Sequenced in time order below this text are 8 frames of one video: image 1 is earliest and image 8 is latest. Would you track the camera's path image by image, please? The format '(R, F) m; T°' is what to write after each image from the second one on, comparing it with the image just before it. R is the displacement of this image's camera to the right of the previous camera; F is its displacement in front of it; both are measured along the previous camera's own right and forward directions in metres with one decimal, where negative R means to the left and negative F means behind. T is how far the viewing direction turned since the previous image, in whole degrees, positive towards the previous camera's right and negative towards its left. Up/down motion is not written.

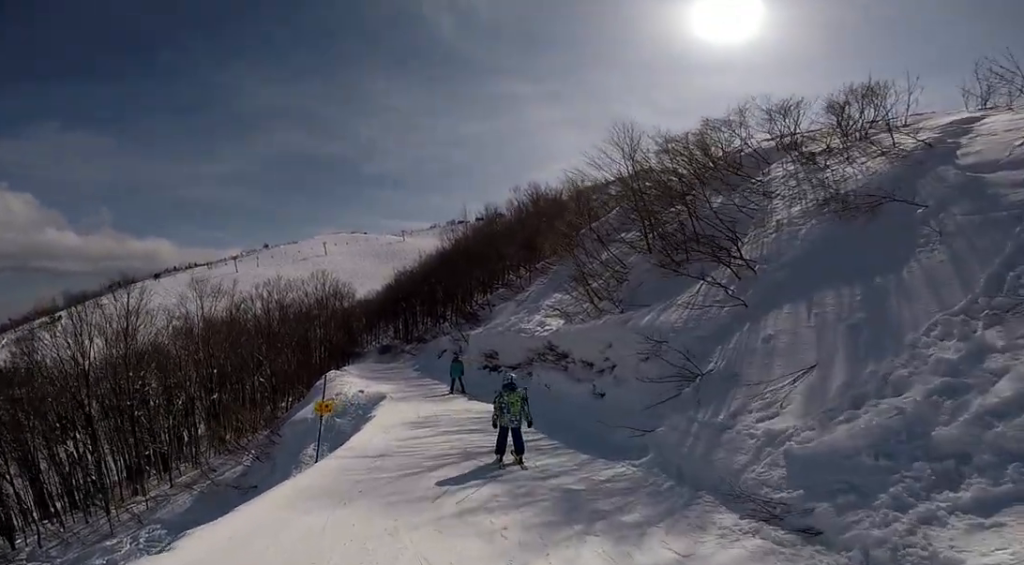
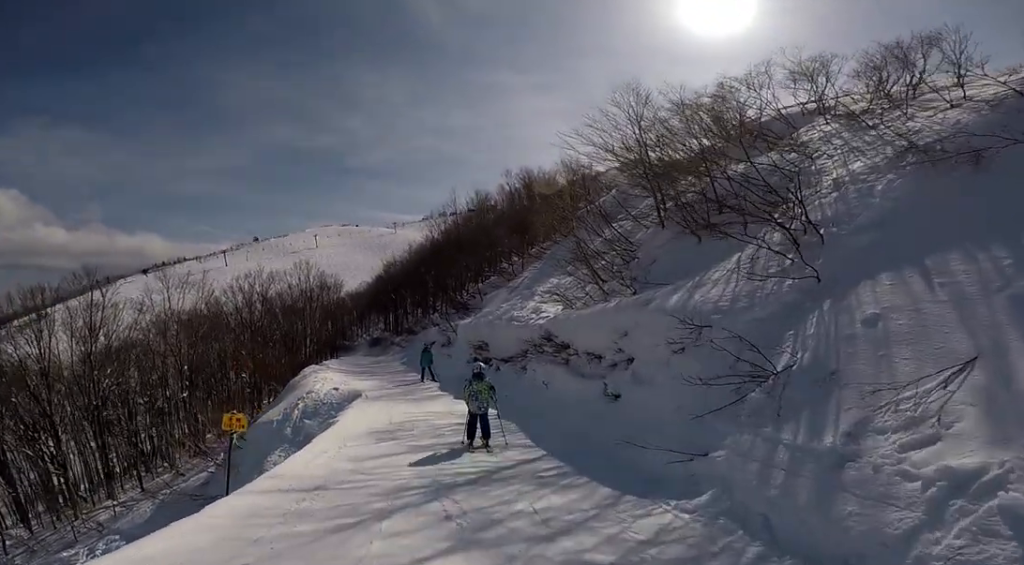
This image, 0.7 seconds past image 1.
(-0.1, +2.4) m; -3°
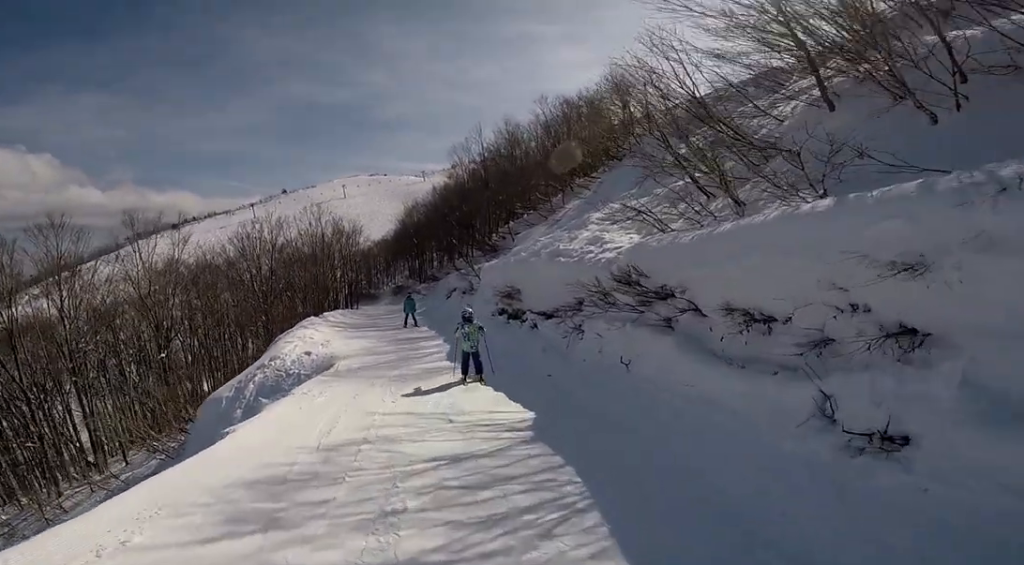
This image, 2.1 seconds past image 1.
(-0.1, +5.4) m; -1°
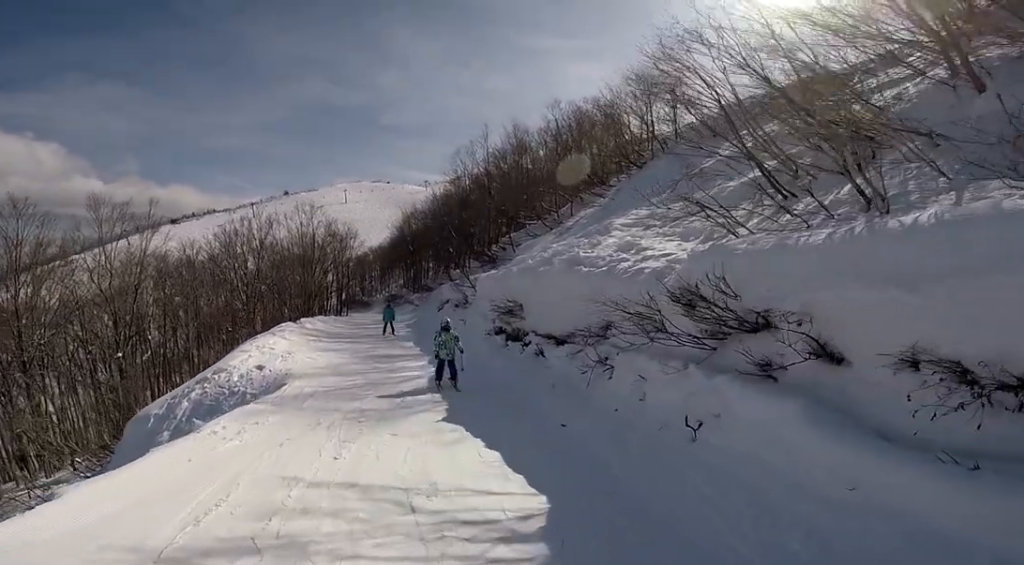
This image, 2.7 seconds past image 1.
(0.0, +2.6) m; -1°
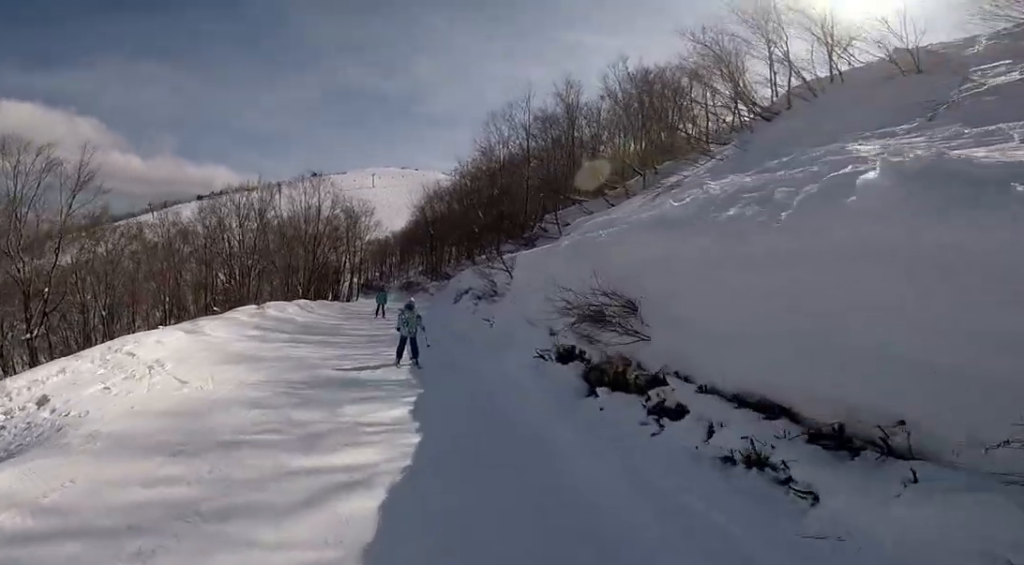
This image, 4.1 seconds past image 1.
(-0.2, +6.4) m; -12°
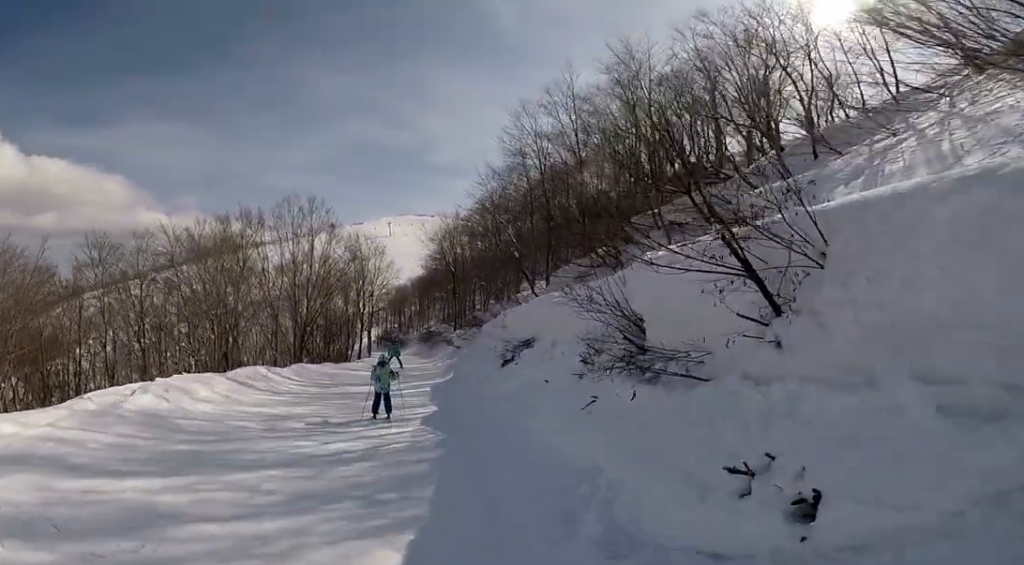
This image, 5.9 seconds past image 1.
(-0.3, +8.5) m; -1°
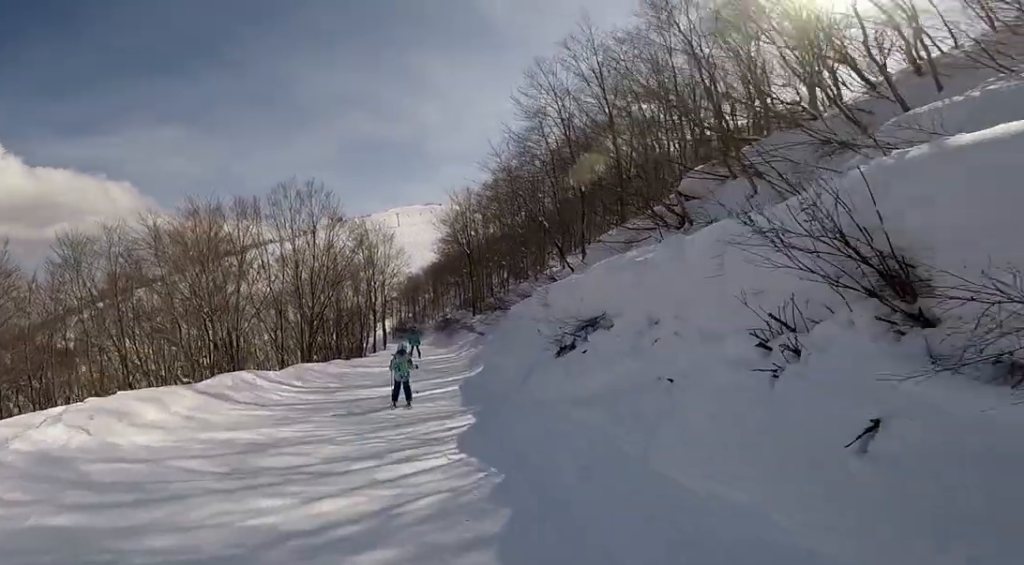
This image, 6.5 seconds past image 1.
(-0.1, +2.8) m; 0°
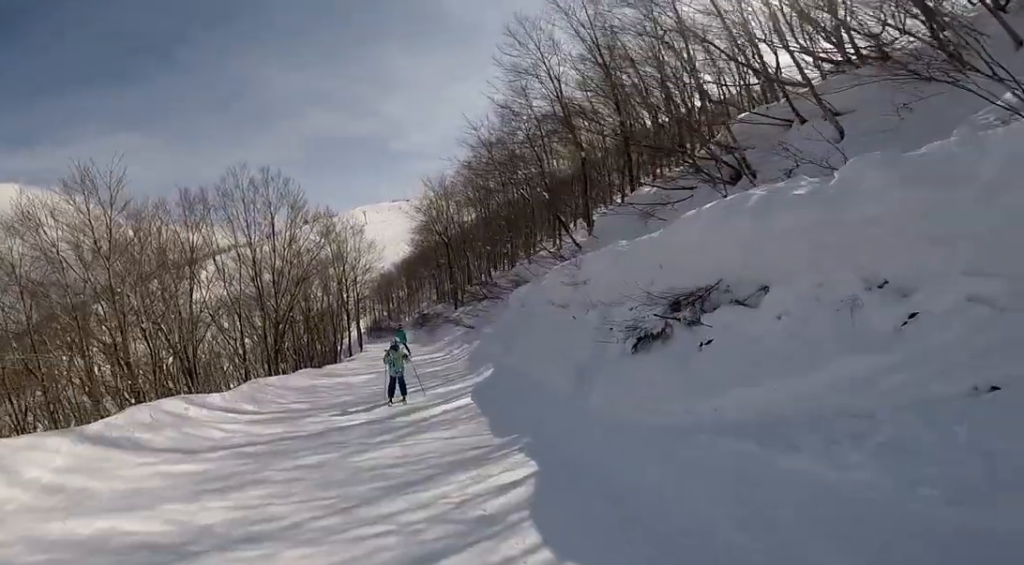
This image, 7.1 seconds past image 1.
(-0.4, +3.0) m; 0°
